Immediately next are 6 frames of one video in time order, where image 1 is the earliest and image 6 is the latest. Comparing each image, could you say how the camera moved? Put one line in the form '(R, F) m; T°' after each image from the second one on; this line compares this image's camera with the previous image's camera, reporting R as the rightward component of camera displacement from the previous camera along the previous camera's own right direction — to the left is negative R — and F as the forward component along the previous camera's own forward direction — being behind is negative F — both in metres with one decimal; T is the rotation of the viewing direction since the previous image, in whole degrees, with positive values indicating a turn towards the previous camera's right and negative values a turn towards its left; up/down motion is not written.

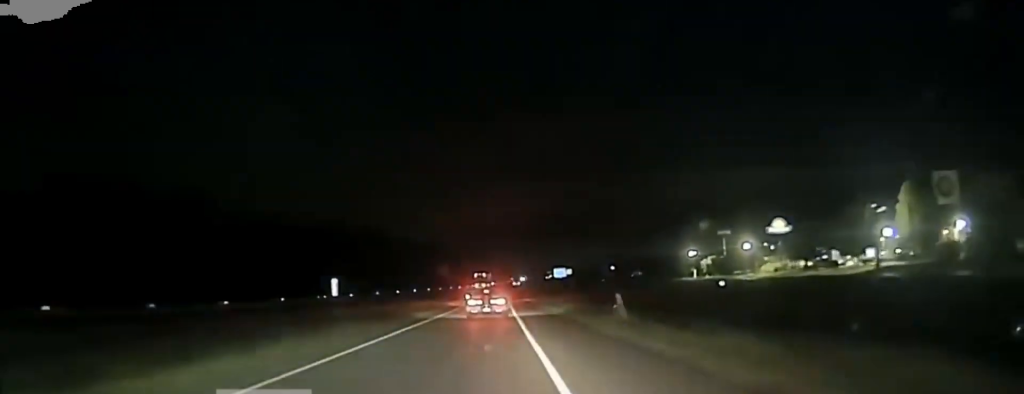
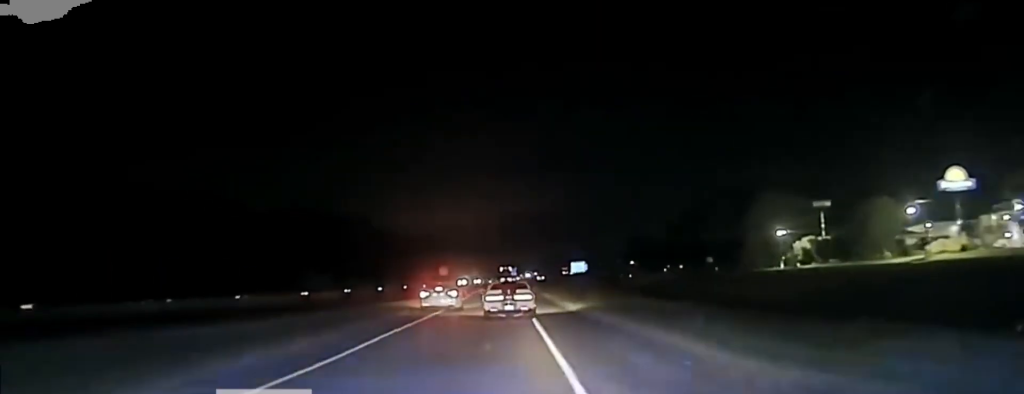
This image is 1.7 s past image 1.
(+1.0, +66.6) m; +1°
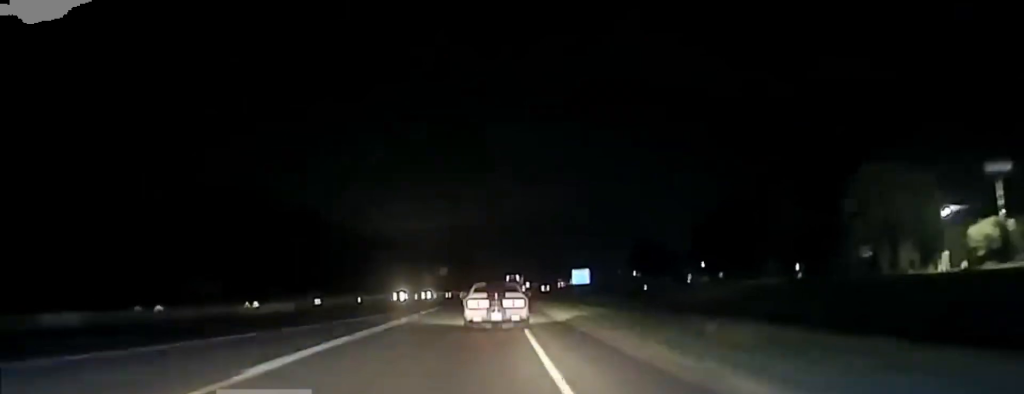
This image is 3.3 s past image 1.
(+0.1, +66.9) m; 0°
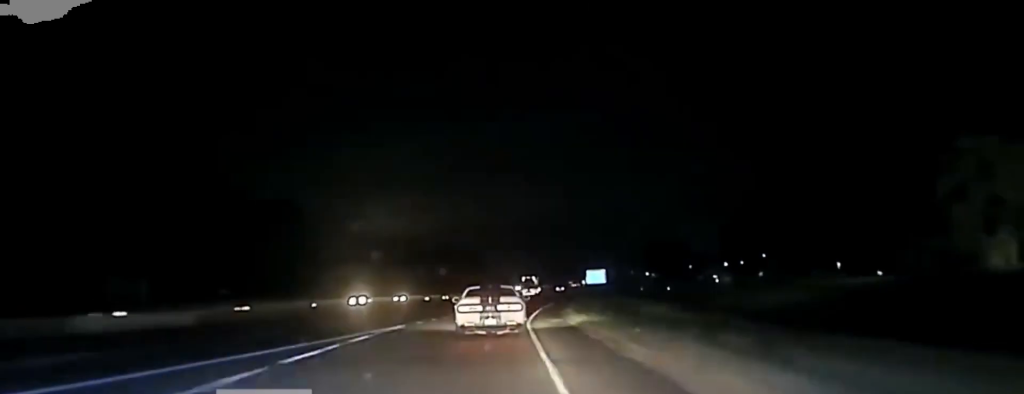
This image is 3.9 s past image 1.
(+0.1, +28.6) m; 0°
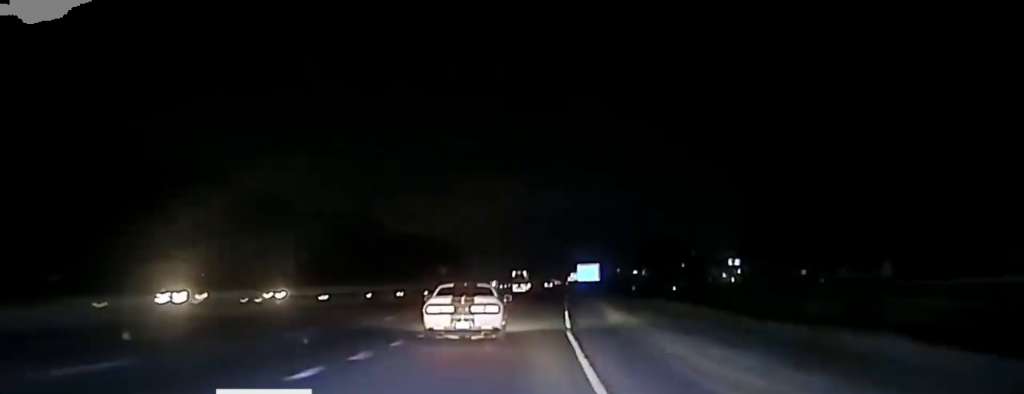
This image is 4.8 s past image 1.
(-0.4, +38.1) m; +1°
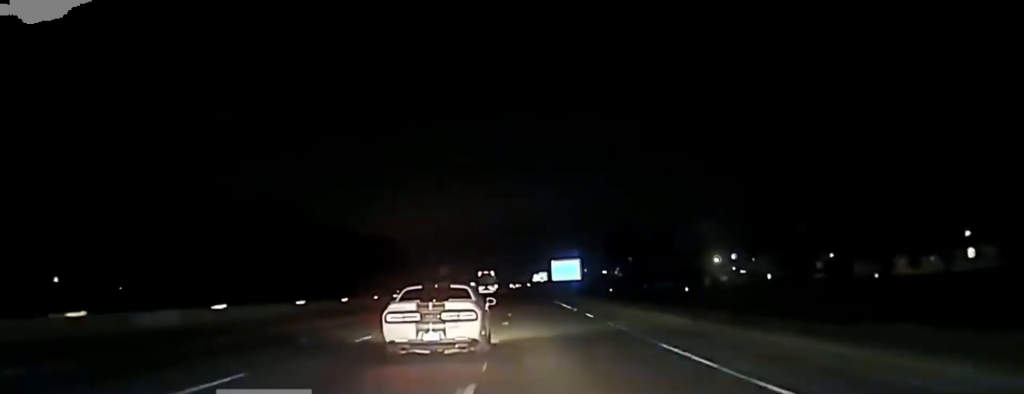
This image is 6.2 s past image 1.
(+2.0, +61.8) m; +3°
